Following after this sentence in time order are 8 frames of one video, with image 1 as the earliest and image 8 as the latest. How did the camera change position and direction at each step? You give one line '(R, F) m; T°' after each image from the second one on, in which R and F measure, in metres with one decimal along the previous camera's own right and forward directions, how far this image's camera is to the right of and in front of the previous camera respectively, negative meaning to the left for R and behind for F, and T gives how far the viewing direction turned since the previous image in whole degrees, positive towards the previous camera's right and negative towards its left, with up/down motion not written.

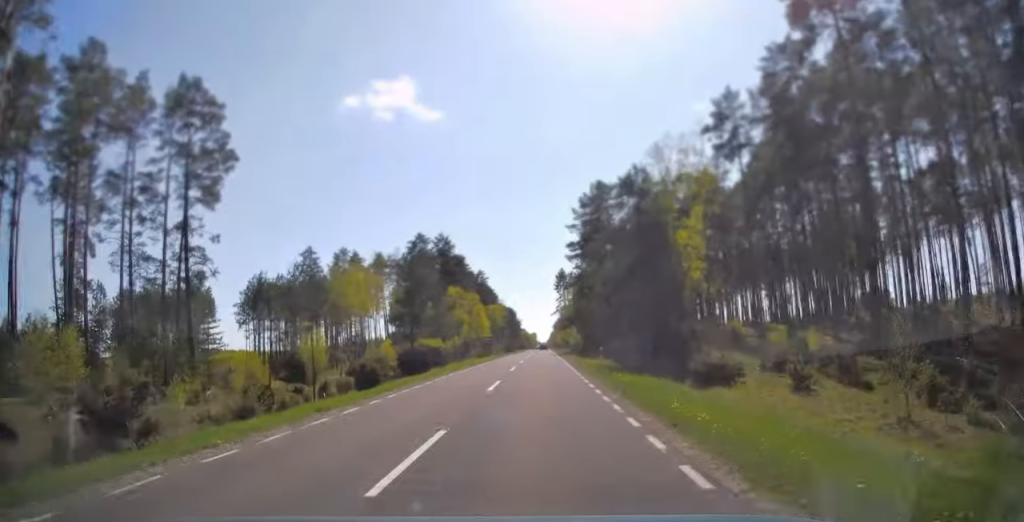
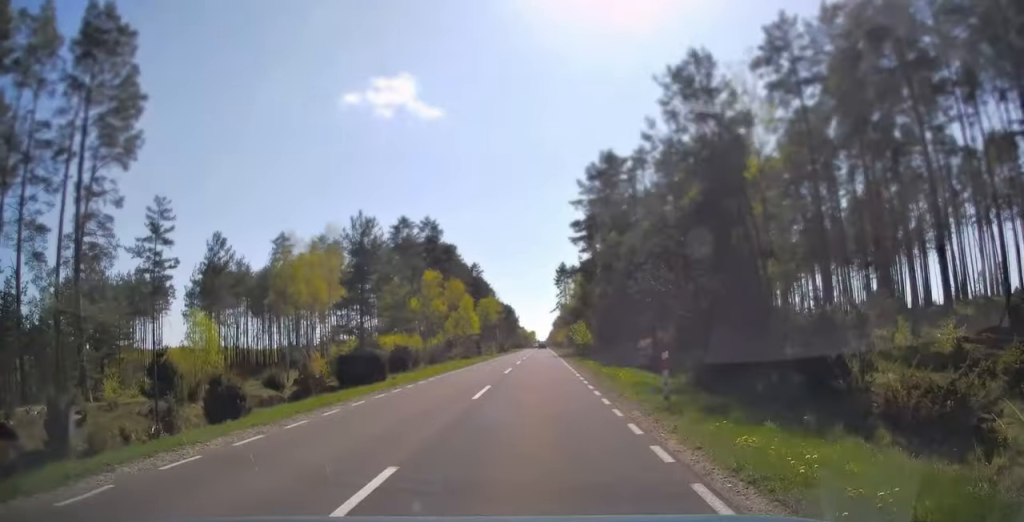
(0.0, +14.4) m; 0°
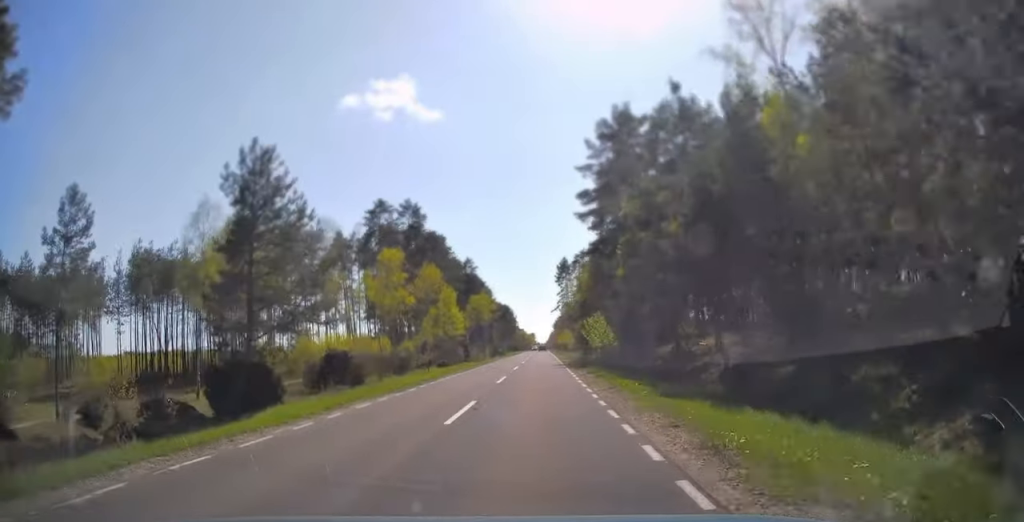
(0.0, +15.3) m; 0°
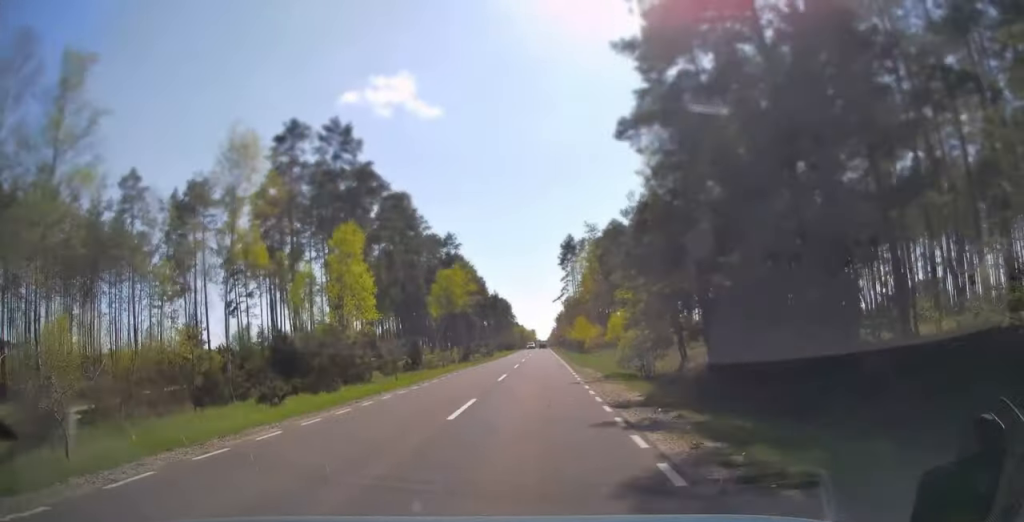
(+0.1, +34.3) m; 0°
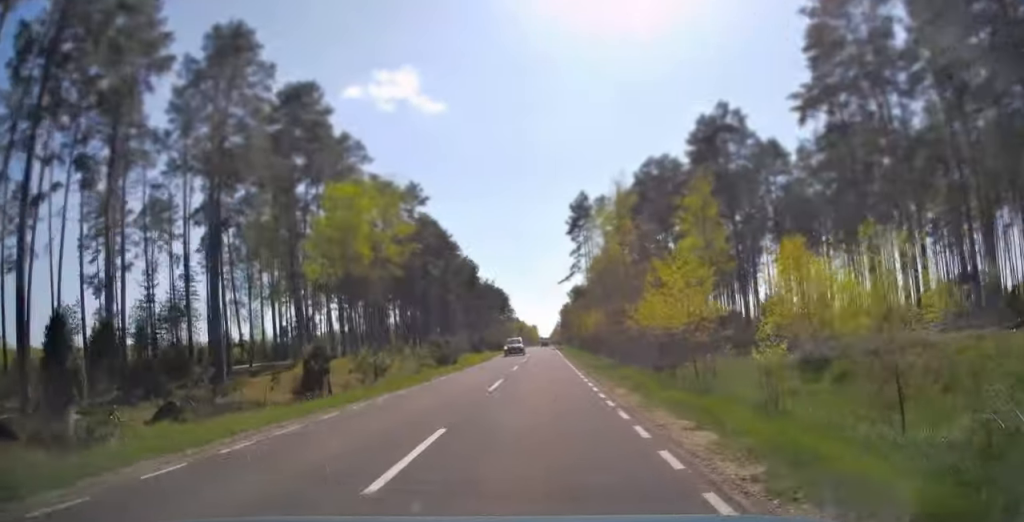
(-0.2, +40.4) m; 0°
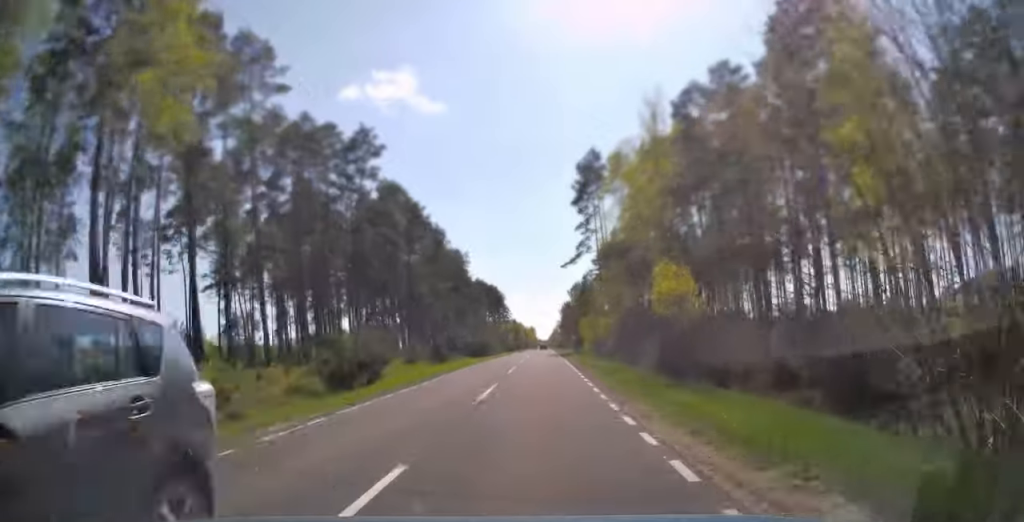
(0.0, +25.9) m; 0°
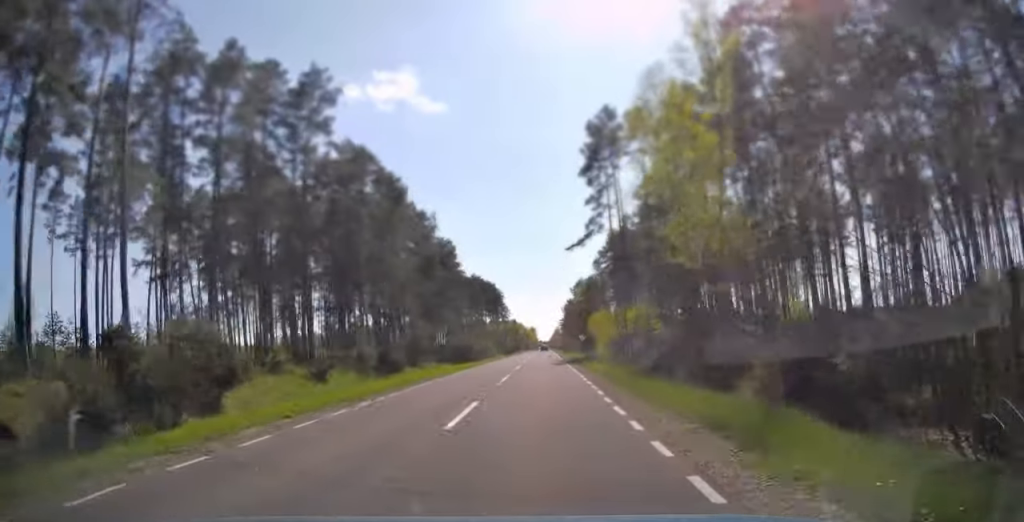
(0.0, +16.3) m; 0°
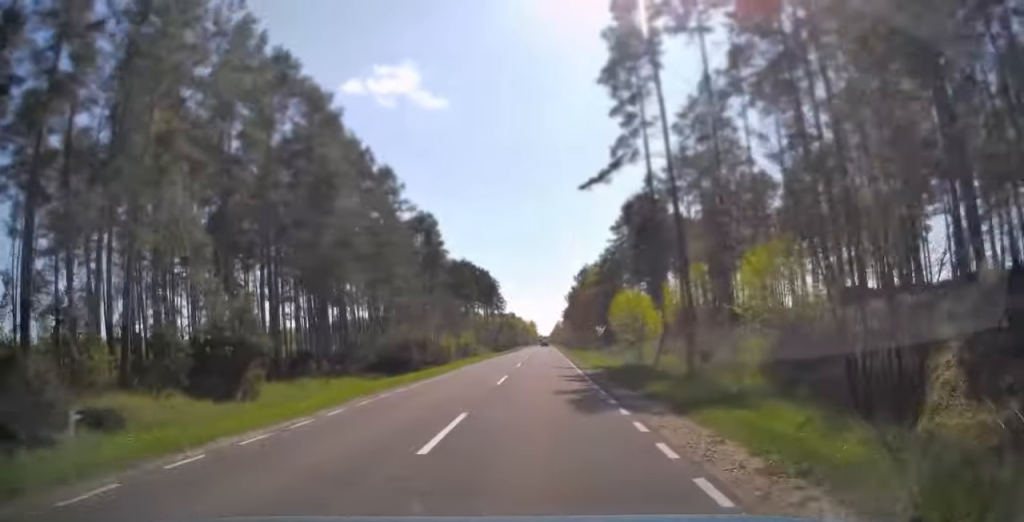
(+0.1, +25.4) m; 0°
